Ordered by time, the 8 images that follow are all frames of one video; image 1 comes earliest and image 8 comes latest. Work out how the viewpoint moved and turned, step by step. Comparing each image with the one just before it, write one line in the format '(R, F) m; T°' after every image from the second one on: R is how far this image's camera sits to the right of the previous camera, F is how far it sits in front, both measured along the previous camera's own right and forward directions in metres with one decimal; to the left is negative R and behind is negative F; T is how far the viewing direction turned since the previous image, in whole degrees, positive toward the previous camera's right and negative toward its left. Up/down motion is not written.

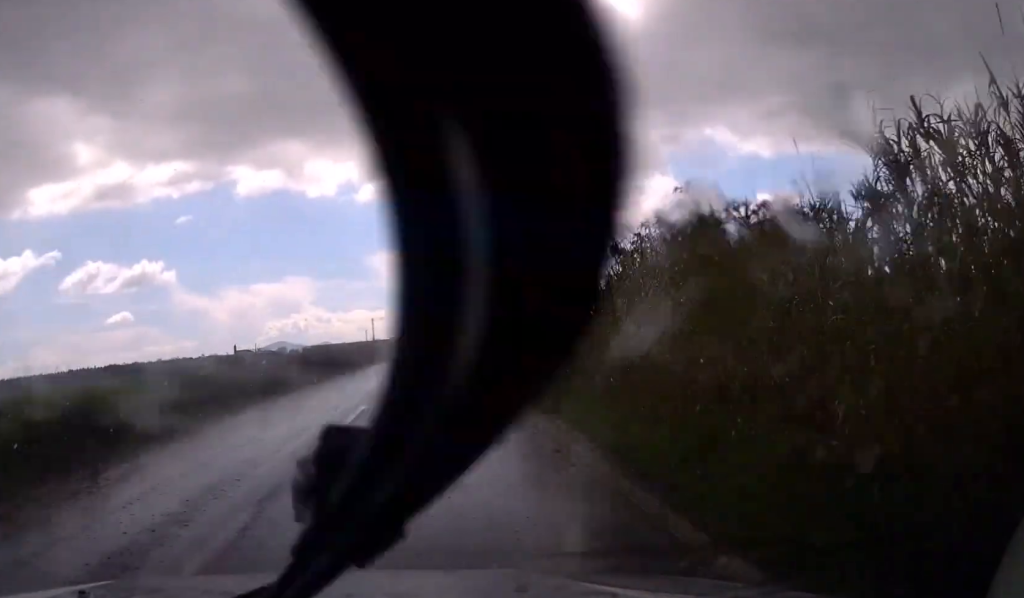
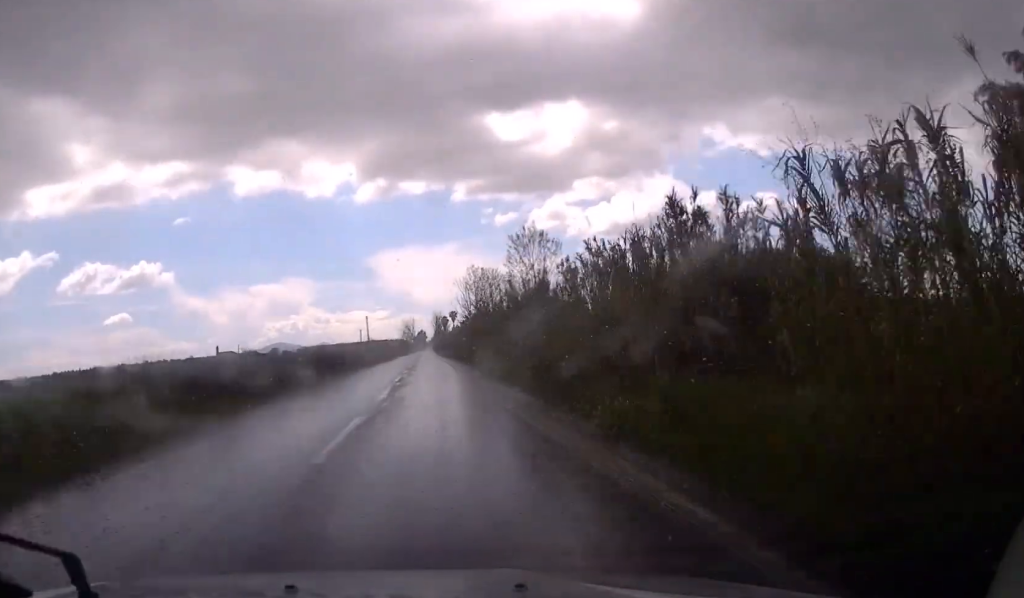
(0.0, +14.6) m; 0°
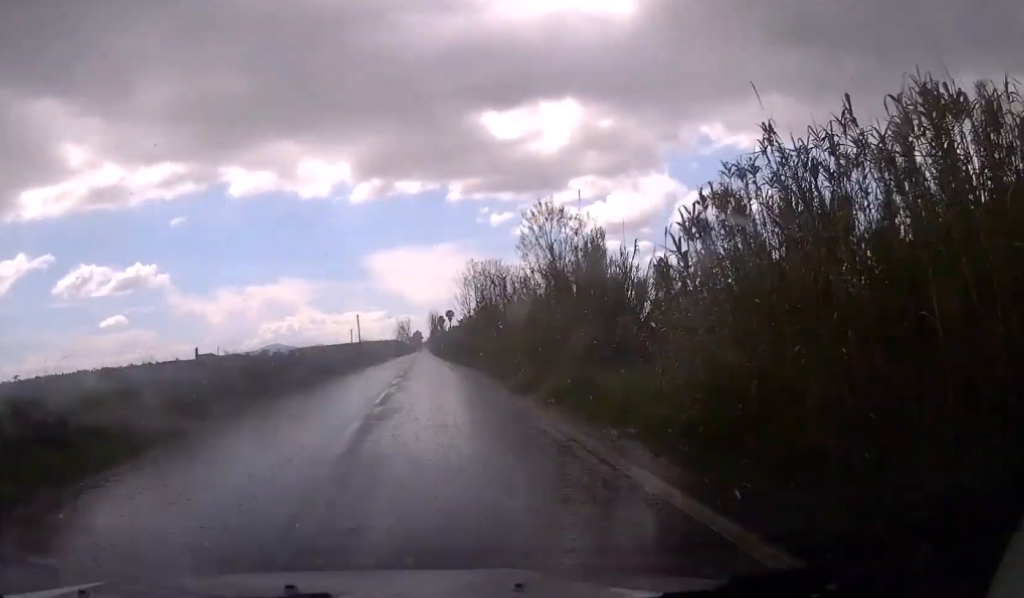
(+0.1, +12.3) m; 0°
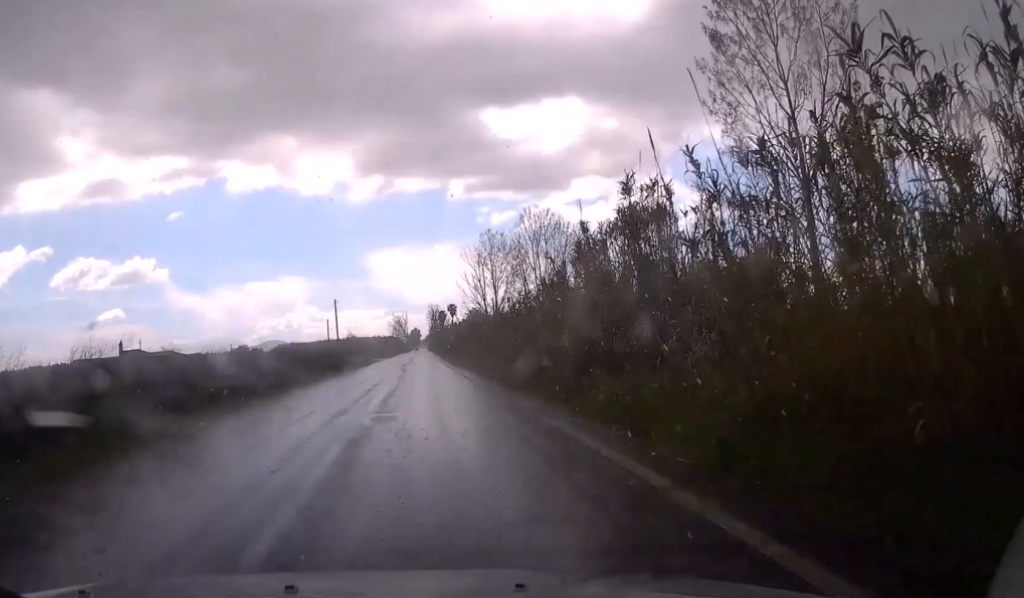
(-0.1, +38.4) m; 0°
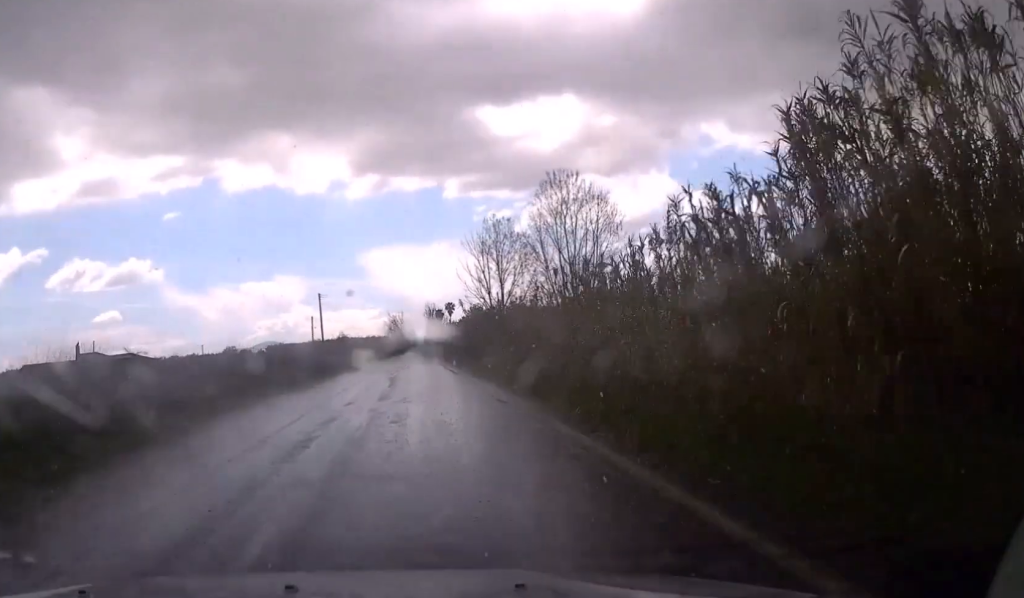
(0.0, +13.9) m; 0°
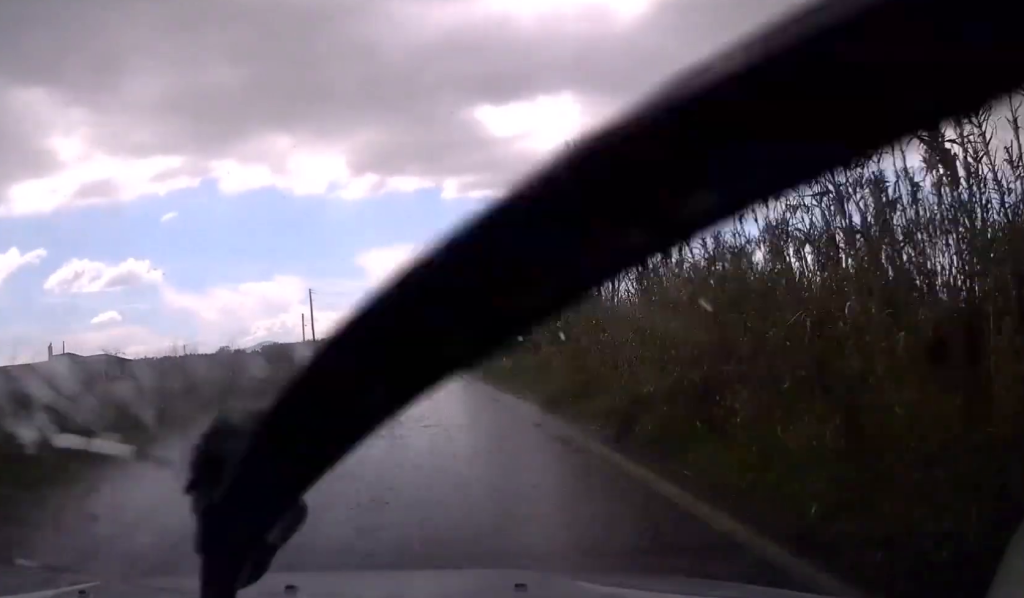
(0.0, +7.5) m; 0°
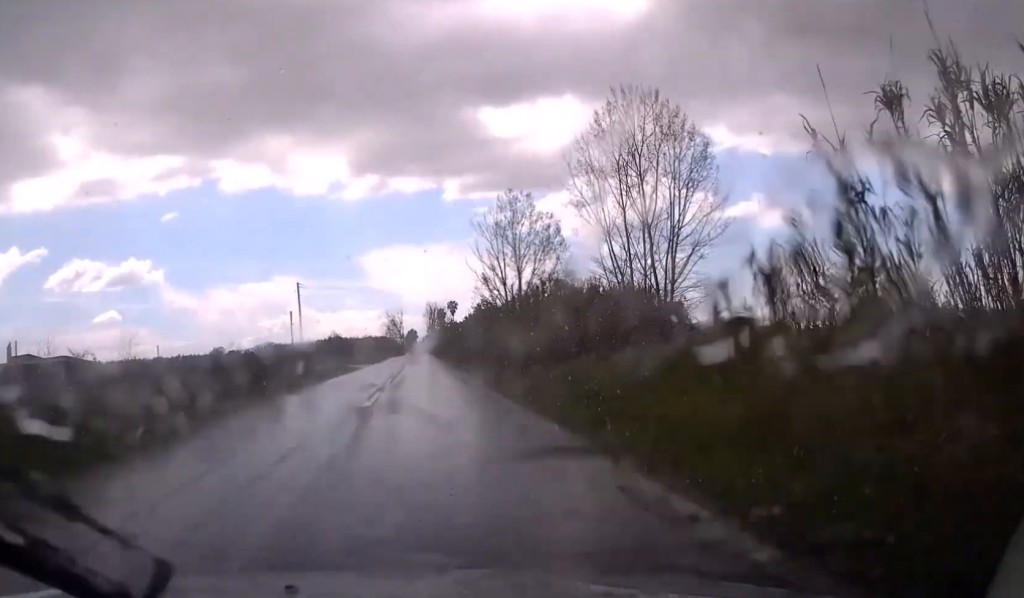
(0.0, +10.4) m; 0°
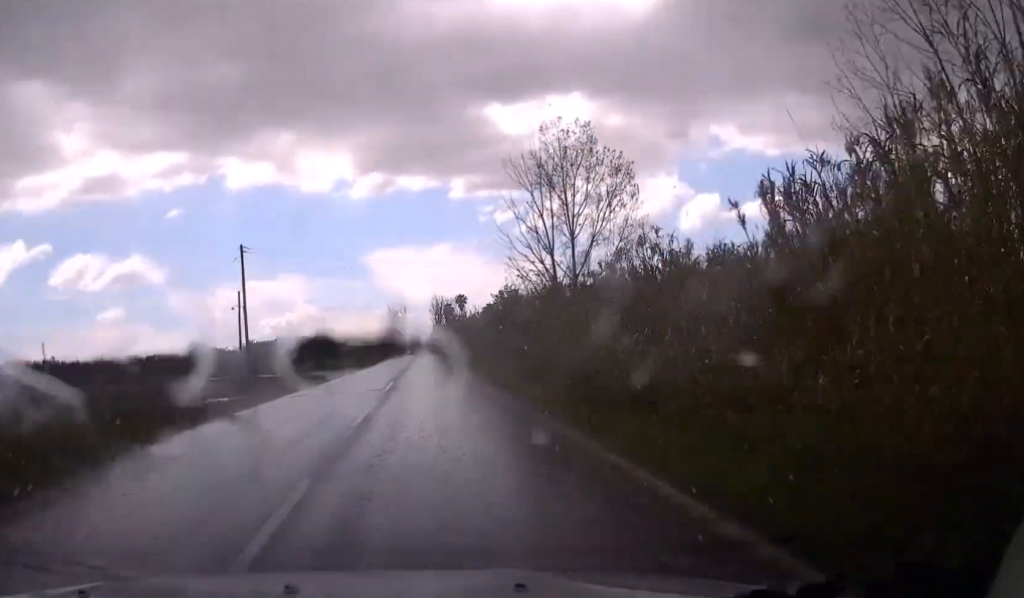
(+0.2, +28.3) m; +1°
